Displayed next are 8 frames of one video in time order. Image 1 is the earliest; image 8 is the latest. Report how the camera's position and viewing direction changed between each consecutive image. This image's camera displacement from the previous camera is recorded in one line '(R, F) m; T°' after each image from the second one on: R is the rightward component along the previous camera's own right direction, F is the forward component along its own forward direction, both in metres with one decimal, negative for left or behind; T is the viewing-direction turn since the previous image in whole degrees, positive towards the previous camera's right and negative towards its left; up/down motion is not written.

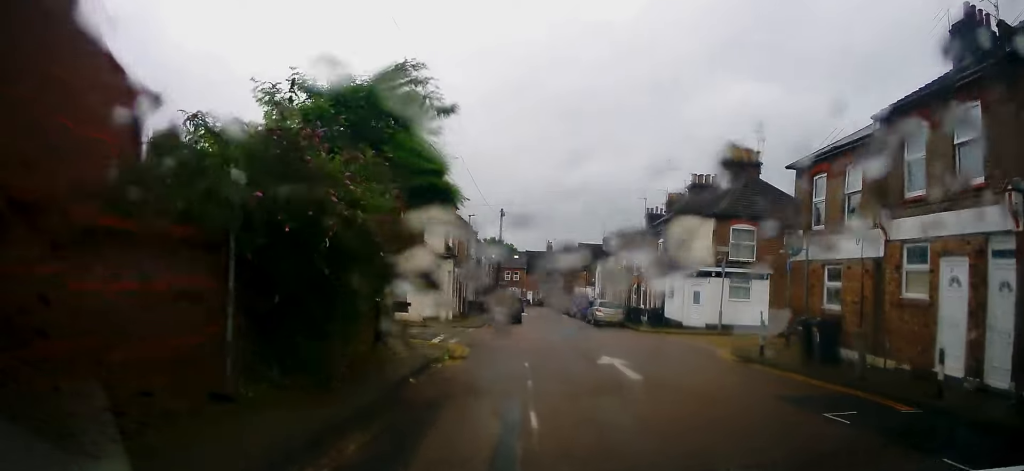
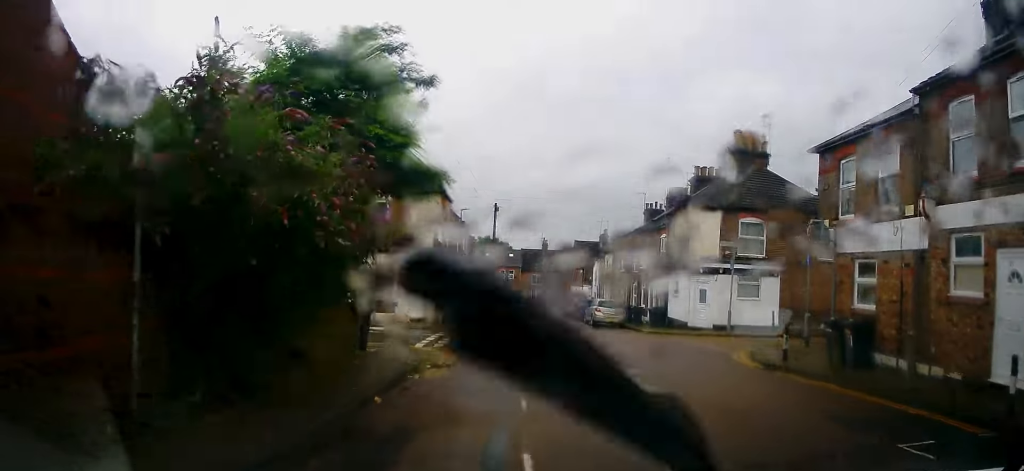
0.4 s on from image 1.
(-0.1, +1.8) m; 0°
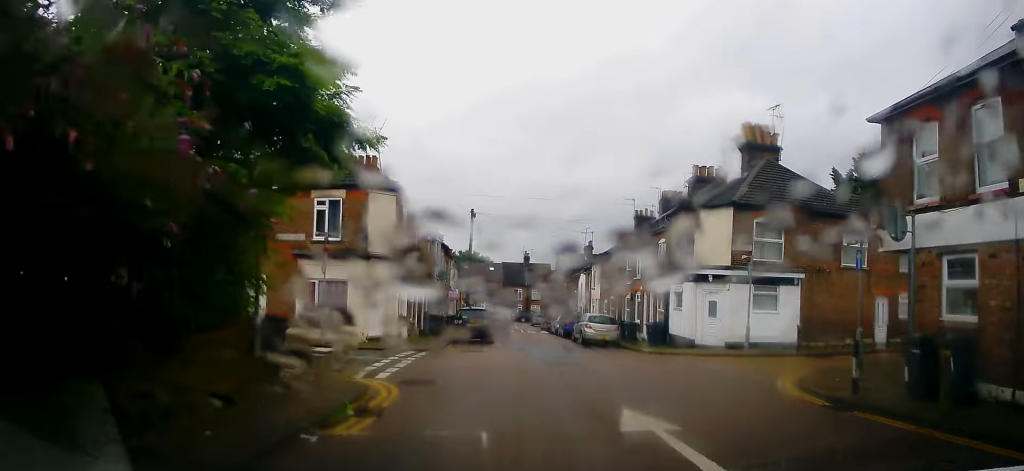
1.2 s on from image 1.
(-0.1, +3.9) m; +2°
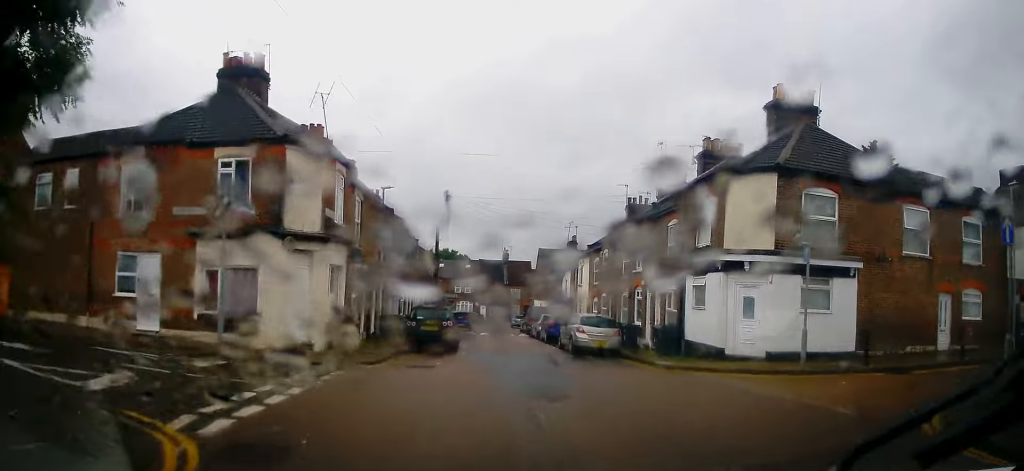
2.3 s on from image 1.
(+0.3, +5.7) m; +5°
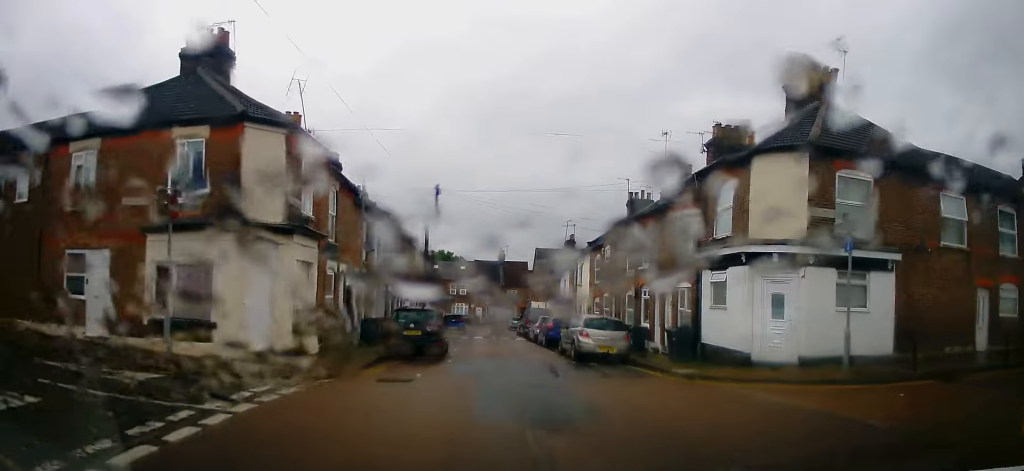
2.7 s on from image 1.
(+0.1, +2.3) m; +1°
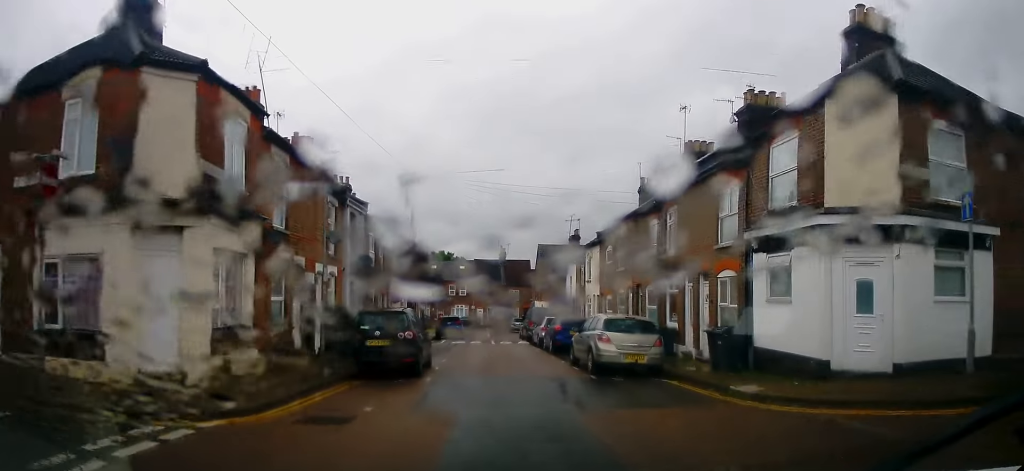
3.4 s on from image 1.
(0.0, +4.1) m; -1°
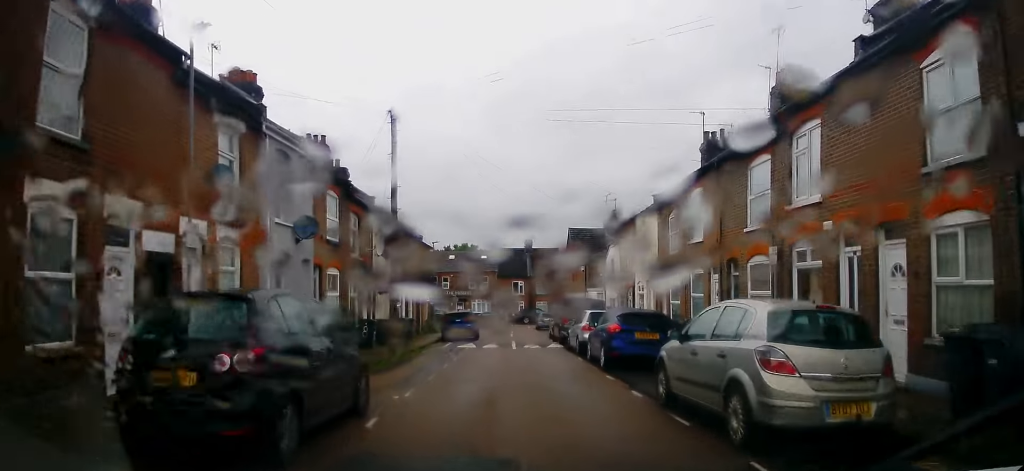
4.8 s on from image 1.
(-0.3, +8.7) m; -6°
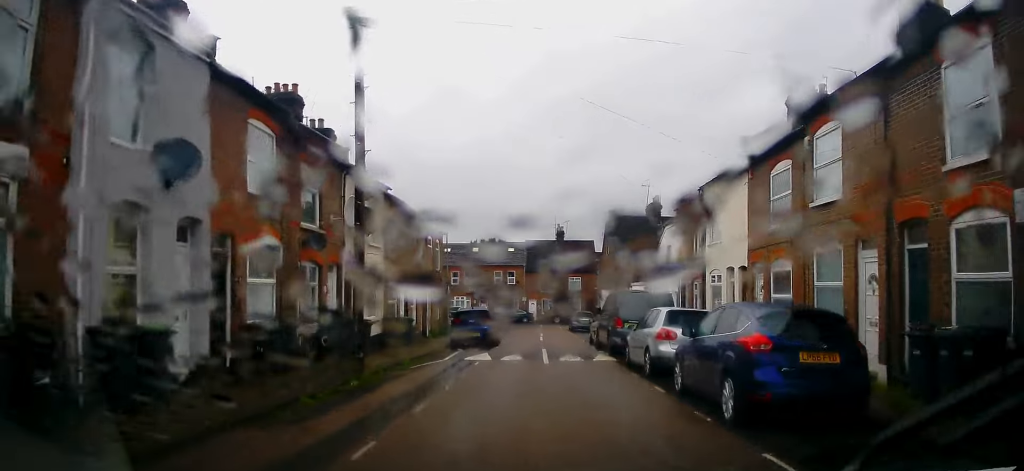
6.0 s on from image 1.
(-0.4, +7.0) m; -4°
